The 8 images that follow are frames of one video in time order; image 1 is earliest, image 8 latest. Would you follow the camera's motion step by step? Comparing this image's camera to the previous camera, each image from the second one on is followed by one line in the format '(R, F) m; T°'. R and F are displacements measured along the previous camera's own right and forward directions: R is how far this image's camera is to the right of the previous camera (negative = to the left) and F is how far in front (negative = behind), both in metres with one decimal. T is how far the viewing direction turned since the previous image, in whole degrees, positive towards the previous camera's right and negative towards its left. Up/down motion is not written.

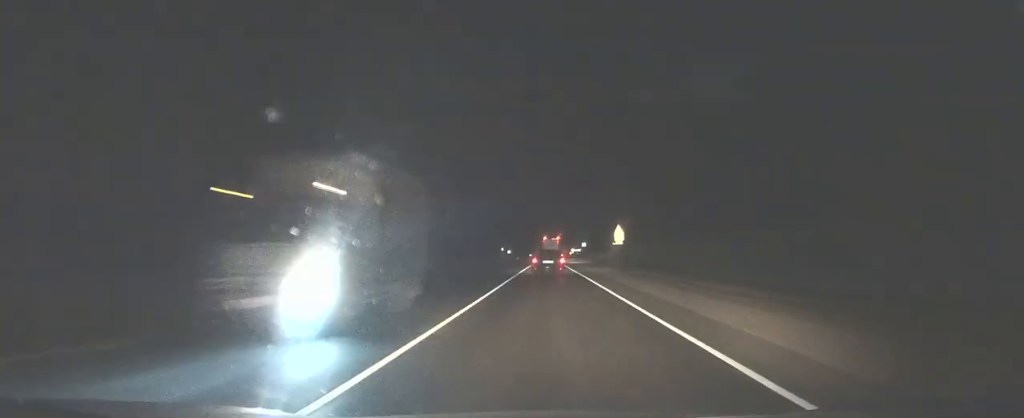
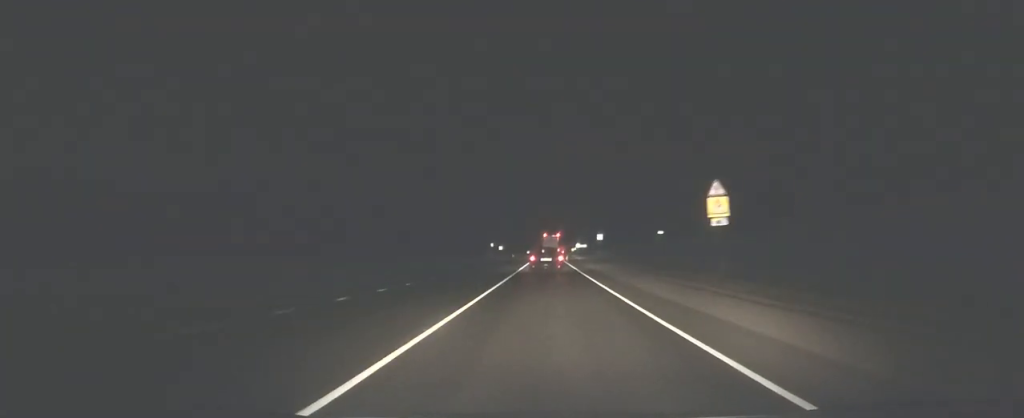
(-0.1, +36.9) m; 0°
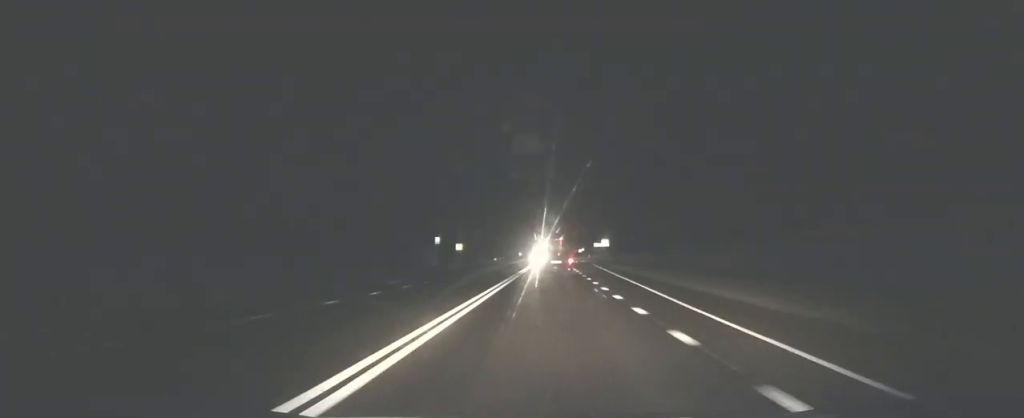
(-0.1, +85.6) m; 0°
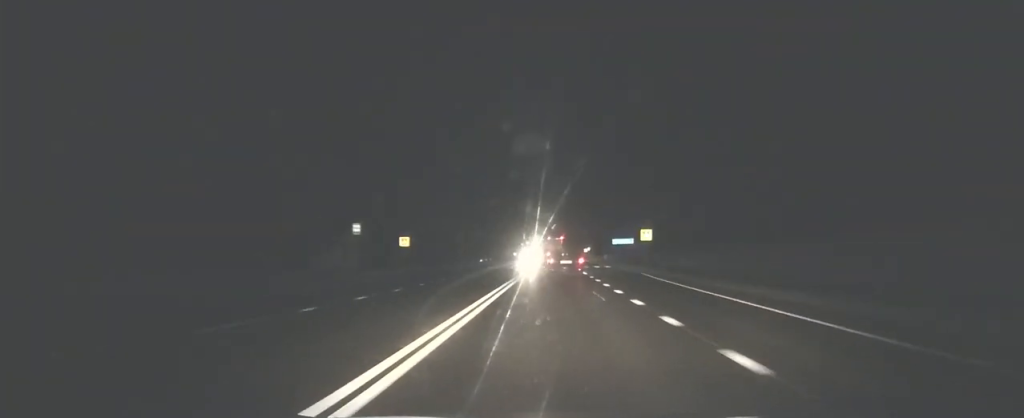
(0.0, +38.9) m; 0°
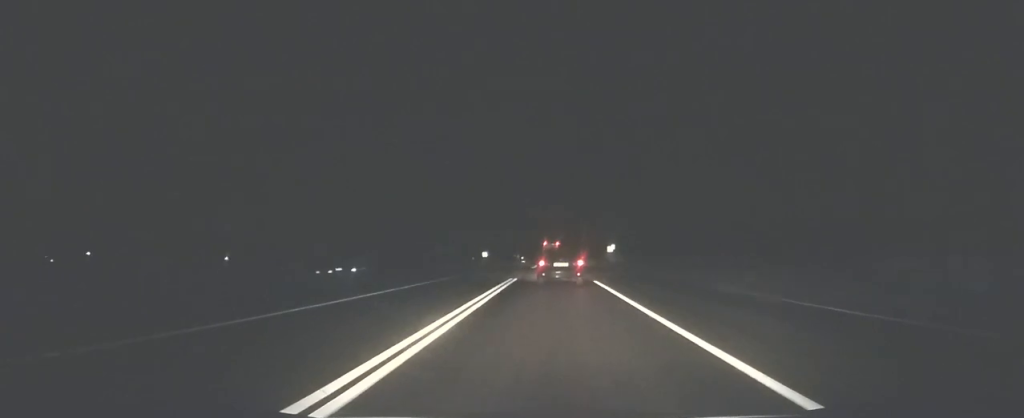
(+0.3, +92.3) m; 0°
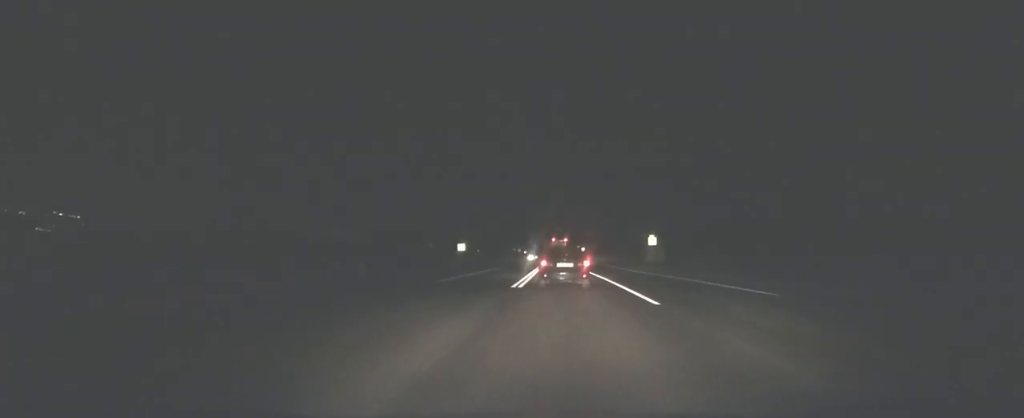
(-0.3, +41.1) m; 0°
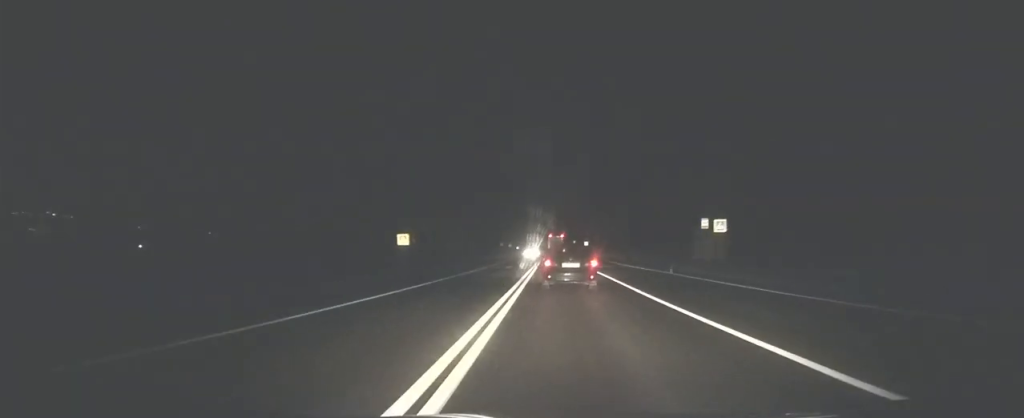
(+0.2, +30.5) m; 0°
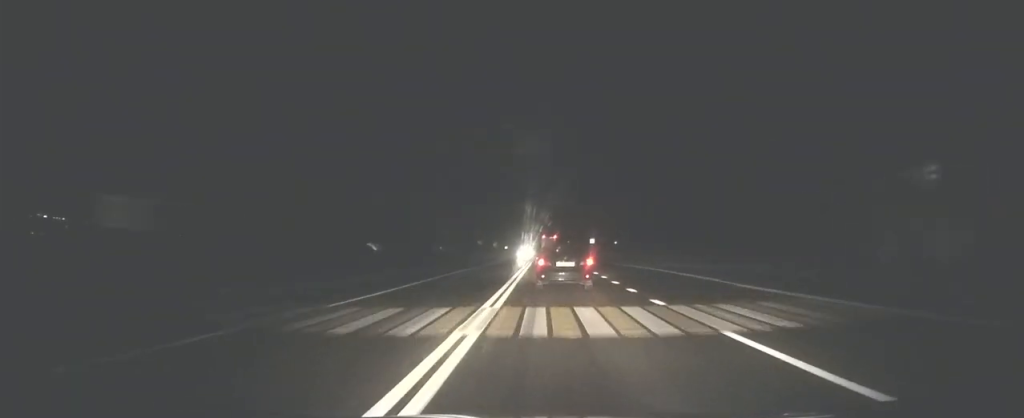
(+0.1, +34.8) m; 0°
